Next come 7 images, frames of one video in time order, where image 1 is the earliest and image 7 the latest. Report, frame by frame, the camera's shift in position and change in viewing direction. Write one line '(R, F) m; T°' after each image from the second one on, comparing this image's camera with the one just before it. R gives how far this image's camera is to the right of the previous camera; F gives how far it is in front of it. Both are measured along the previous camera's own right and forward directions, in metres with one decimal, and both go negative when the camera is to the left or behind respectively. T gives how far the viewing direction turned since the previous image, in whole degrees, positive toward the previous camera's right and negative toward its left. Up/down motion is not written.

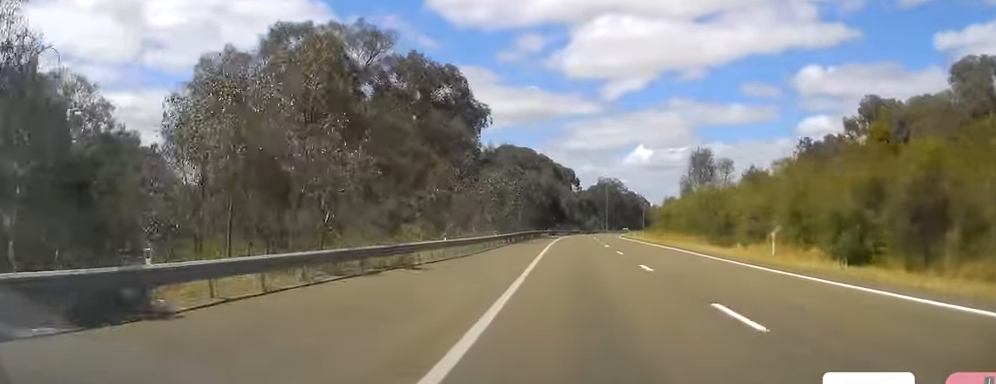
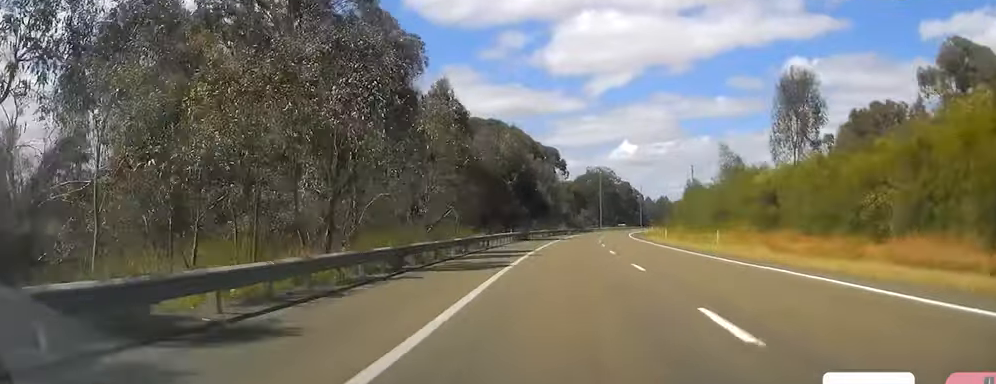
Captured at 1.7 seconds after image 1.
(+0.7, +49.7) m; +2°
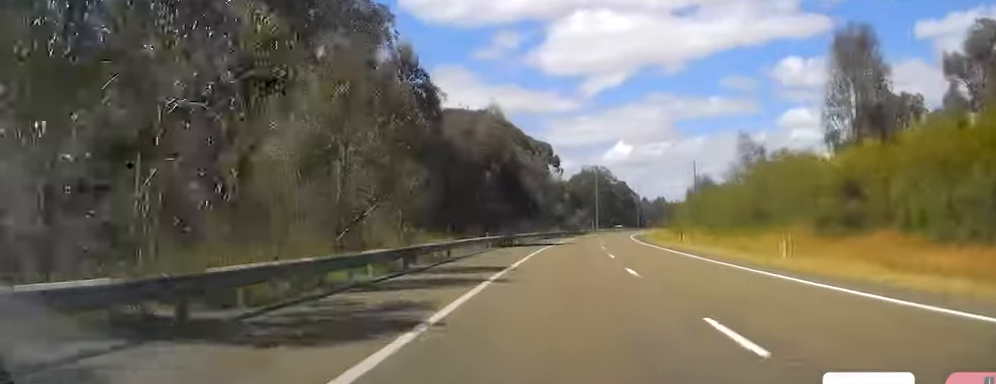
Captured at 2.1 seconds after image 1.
(+0.2, +12.7) m; 0°
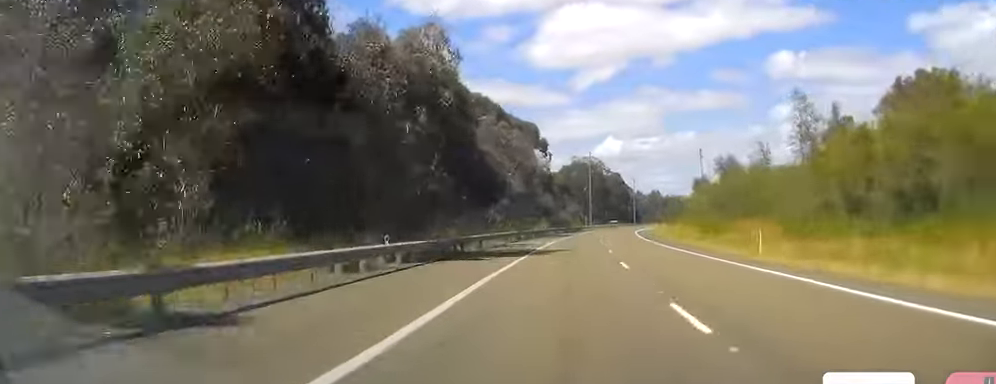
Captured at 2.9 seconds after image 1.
(+0.5, +22.4) m; 0°
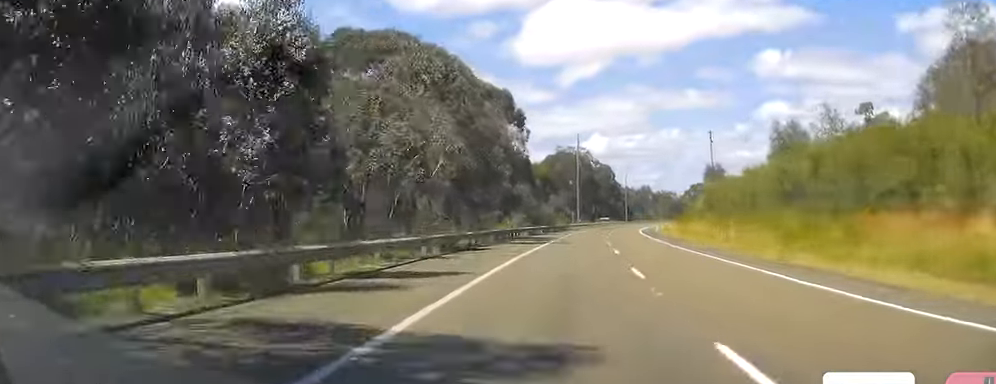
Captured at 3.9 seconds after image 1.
(-0.8, +28.3) m; 0°
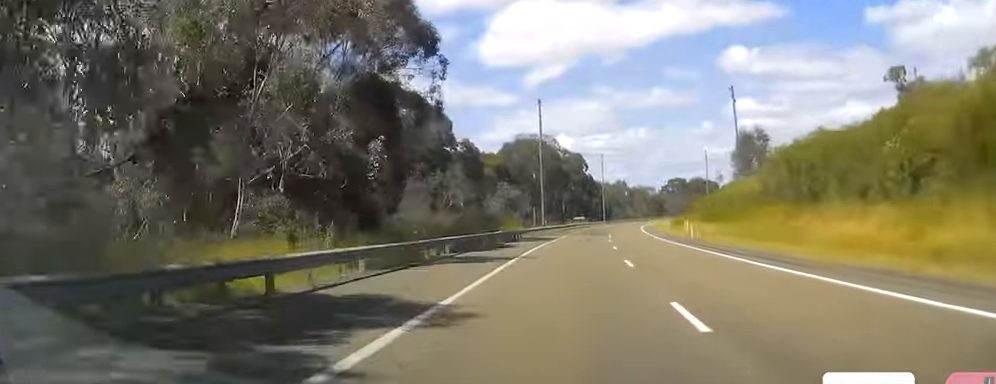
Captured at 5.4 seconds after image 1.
(+2.2, +44.9) m; +4°
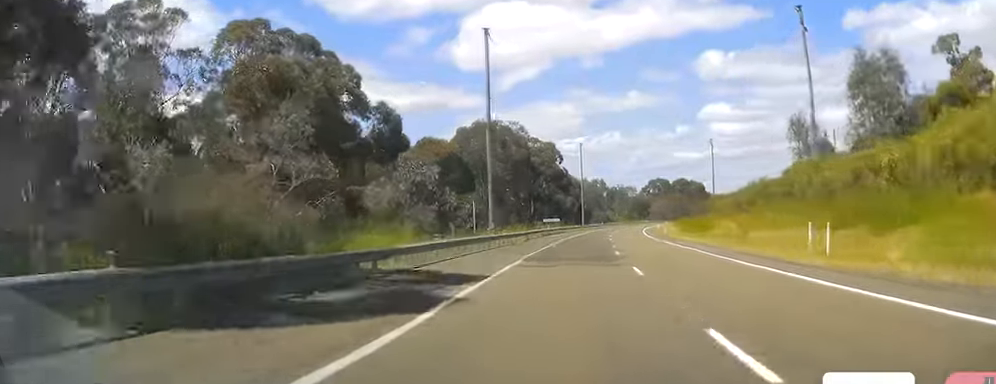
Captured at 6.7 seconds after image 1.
(0.0, +39.1) m; 0°
